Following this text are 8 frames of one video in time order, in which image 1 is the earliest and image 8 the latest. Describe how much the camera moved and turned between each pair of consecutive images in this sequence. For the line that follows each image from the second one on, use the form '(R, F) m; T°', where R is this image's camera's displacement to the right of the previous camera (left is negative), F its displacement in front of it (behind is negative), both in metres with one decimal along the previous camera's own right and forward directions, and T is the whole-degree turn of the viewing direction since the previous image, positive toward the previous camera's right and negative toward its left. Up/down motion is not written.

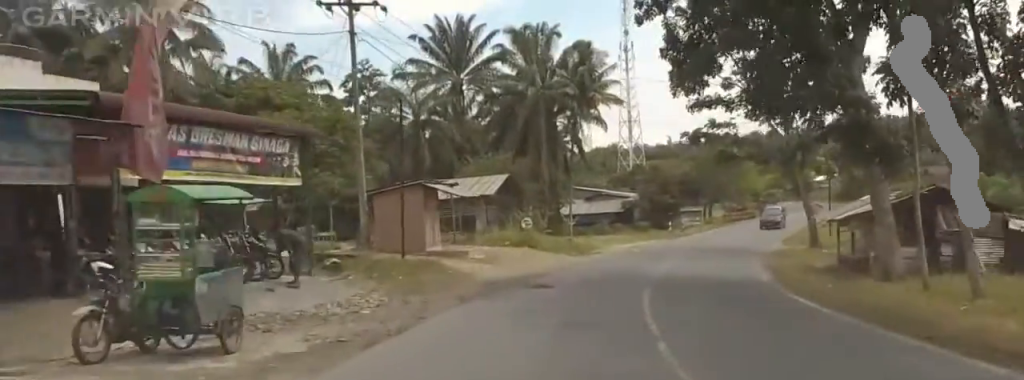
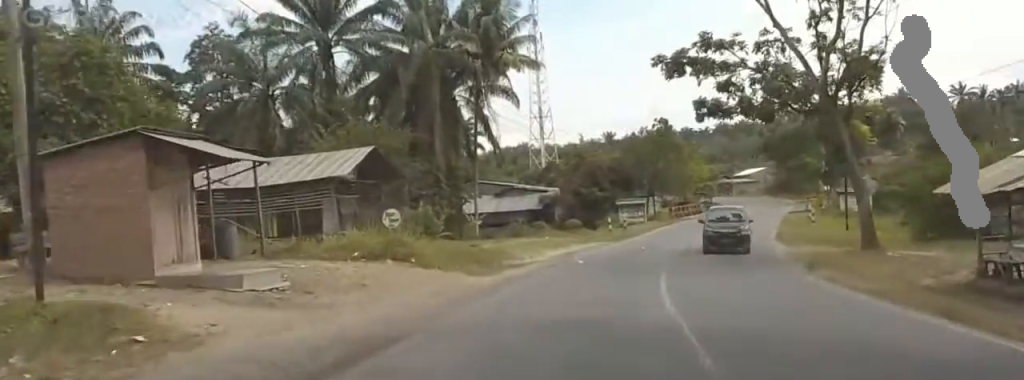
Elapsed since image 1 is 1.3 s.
(+1.3, +19.6) m; 0°
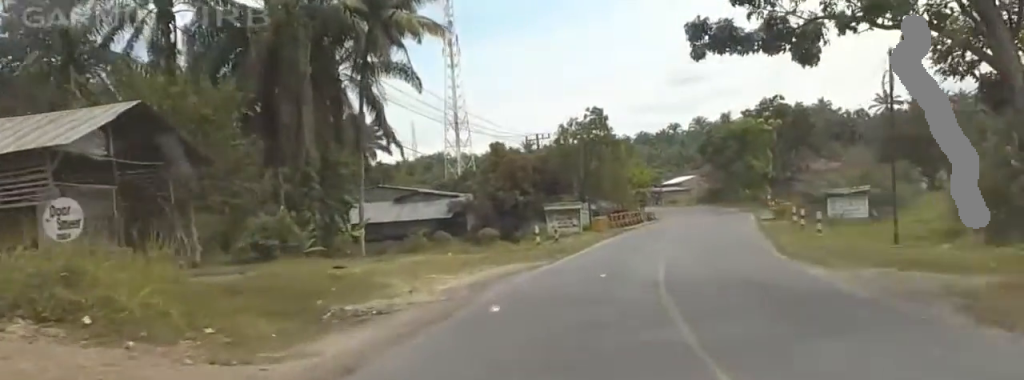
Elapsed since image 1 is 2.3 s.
(-1.0, +14.8) m; +2°
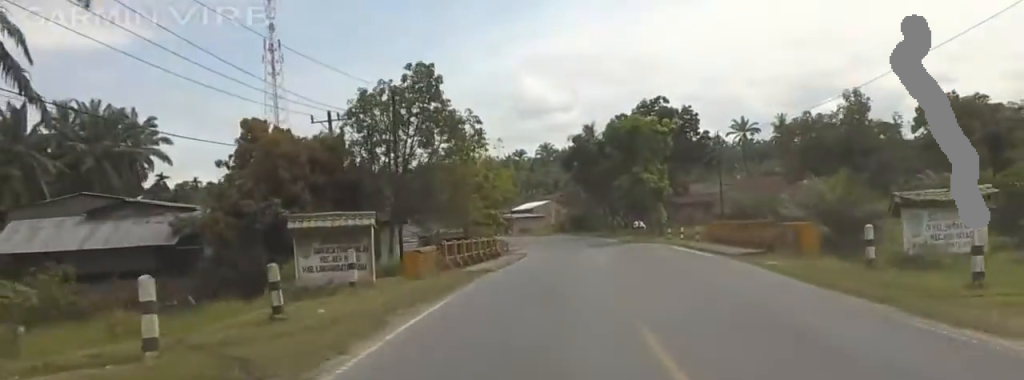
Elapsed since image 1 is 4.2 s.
(+4.7, +27.1) m; +17°
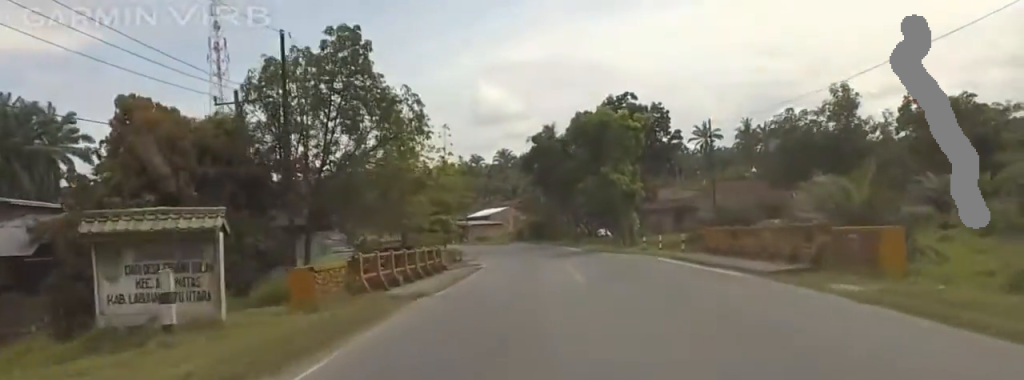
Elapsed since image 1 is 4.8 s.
(-0.1, +8.2) m; +2°
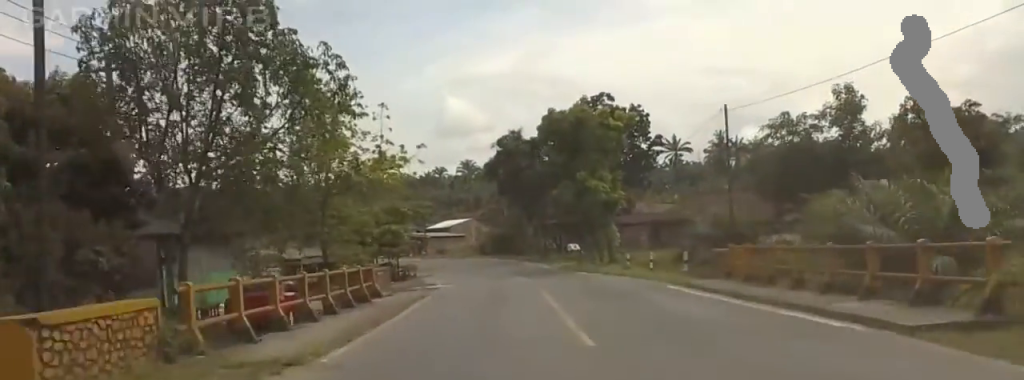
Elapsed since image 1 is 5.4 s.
(+0.5, +8.6) m; +3°
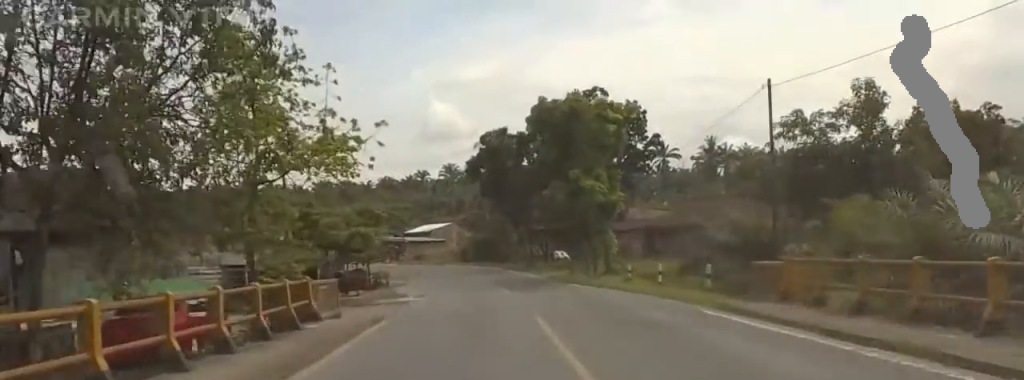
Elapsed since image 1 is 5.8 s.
(+0.1, +6.3) m; +2°
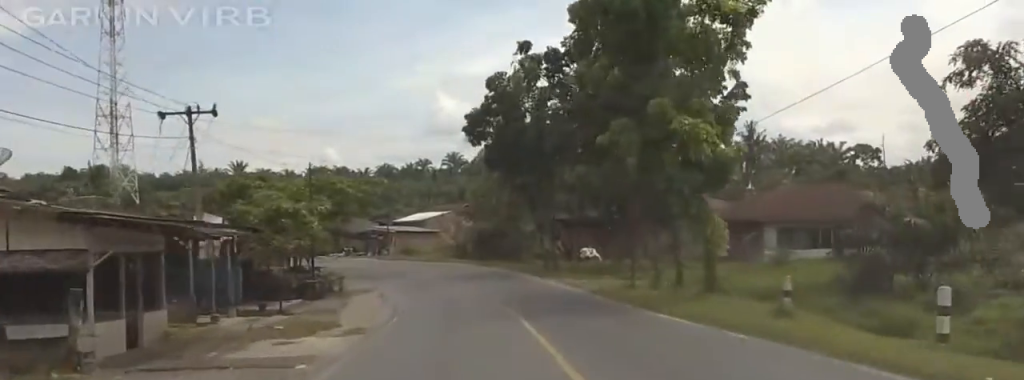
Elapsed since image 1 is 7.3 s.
(+1.2, +21.3) m; +6°
